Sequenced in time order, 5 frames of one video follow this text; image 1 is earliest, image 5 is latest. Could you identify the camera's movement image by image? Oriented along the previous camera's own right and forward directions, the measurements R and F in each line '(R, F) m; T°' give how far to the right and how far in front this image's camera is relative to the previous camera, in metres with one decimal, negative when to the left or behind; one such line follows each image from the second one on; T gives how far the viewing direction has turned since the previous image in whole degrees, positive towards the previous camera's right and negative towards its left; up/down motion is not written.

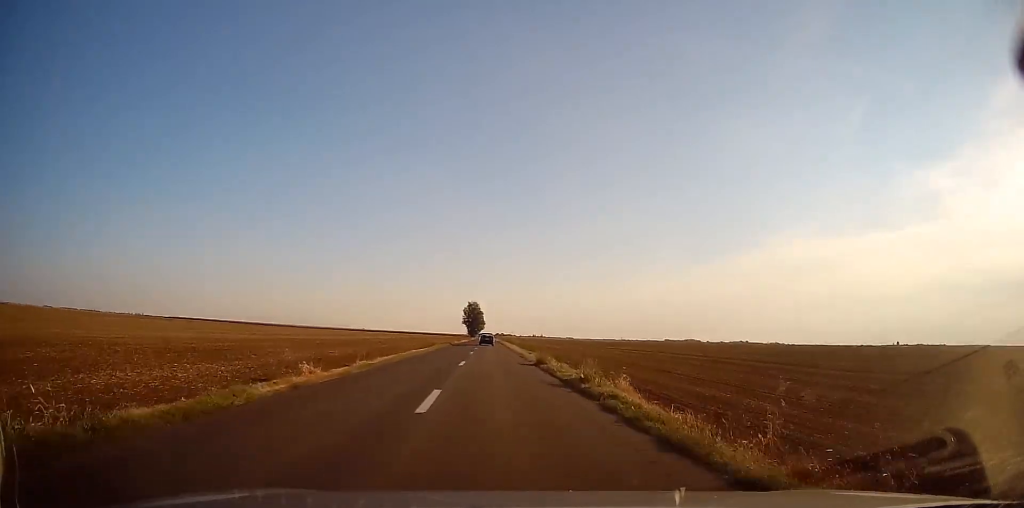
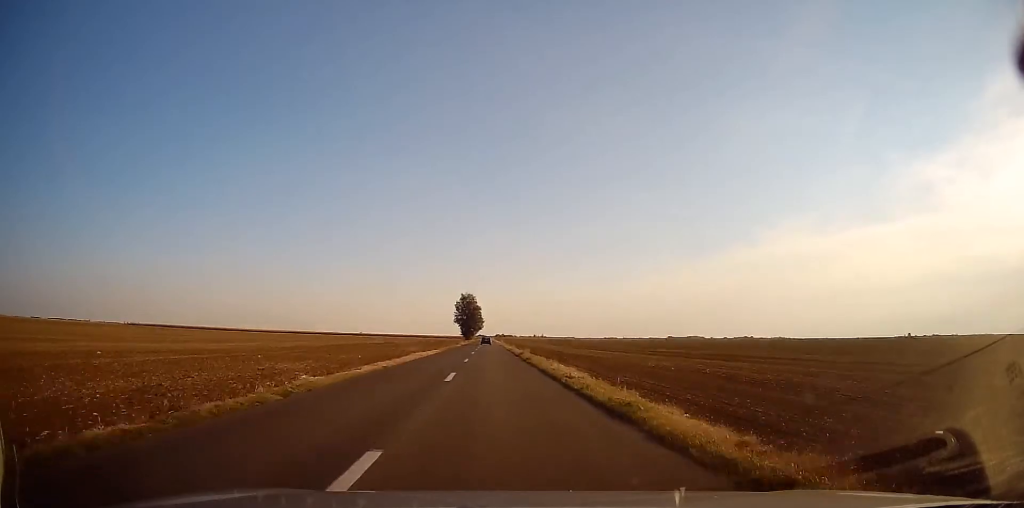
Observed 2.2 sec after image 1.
(+0.4, +65.7) m; 0°
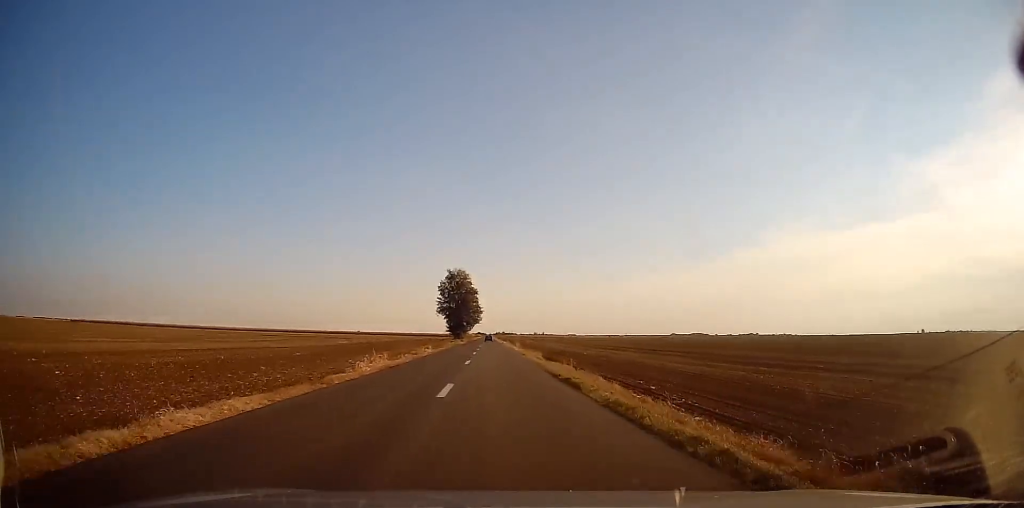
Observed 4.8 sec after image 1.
(-0.7, +74.3) m; -1°
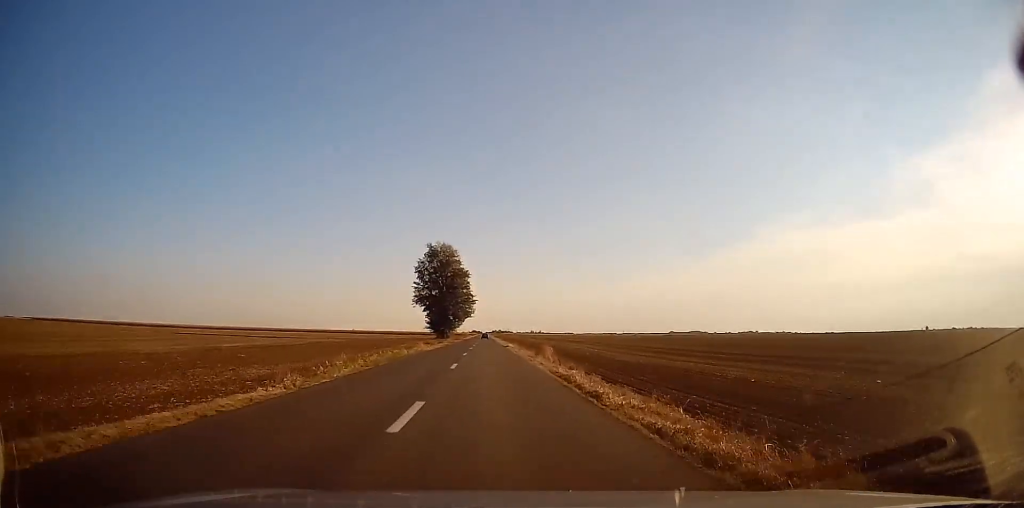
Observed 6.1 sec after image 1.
(+0.3, +39.7) m; +1°
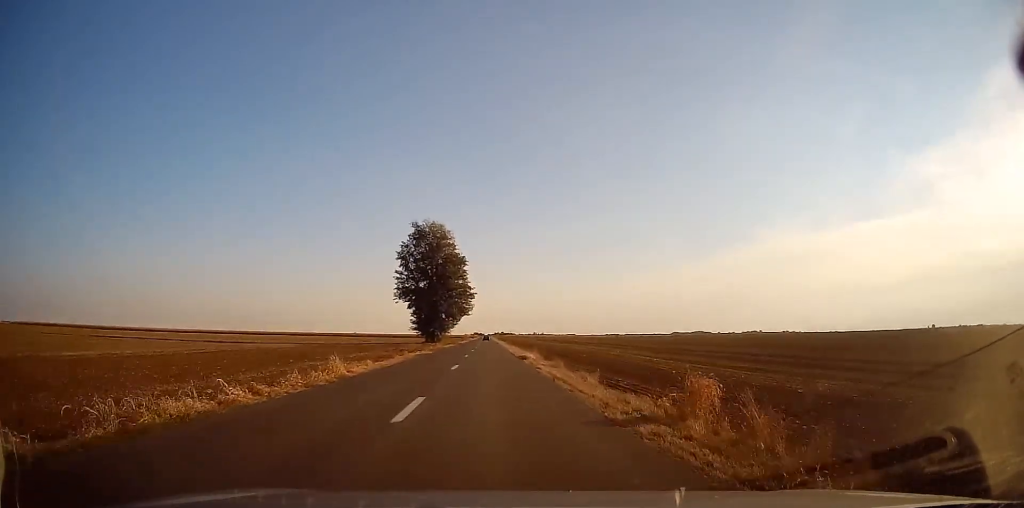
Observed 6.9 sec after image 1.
(+0.2, +23.6) m; 0°
